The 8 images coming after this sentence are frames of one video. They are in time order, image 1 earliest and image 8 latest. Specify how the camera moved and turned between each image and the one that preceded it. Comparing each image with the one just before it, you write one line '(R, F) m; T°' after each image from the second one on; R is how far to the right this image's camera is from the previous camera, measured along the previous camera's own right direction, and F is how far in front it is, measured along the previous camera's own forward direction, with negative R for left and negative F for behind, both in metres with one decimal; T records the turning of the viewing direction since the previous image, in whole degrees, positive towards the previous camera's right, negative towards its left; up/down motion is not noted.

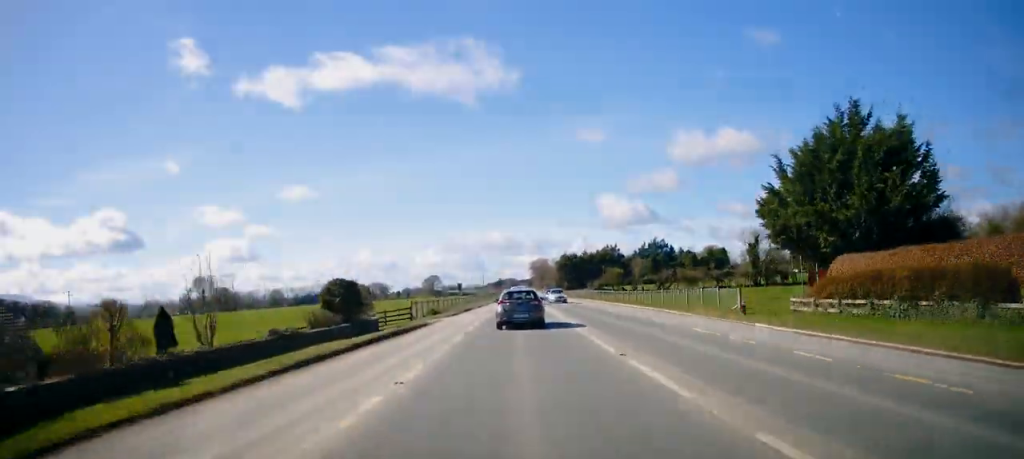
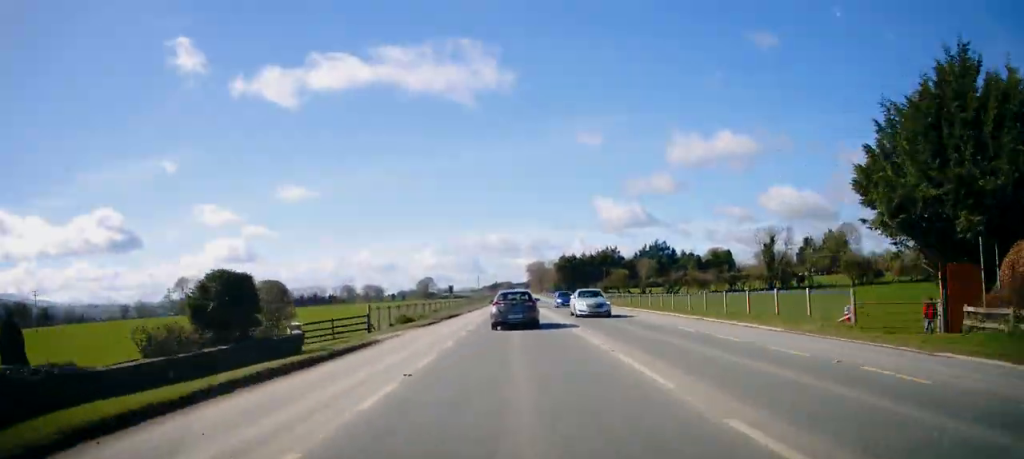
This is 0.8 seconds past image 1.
(0.0, +11.1) m; 0°
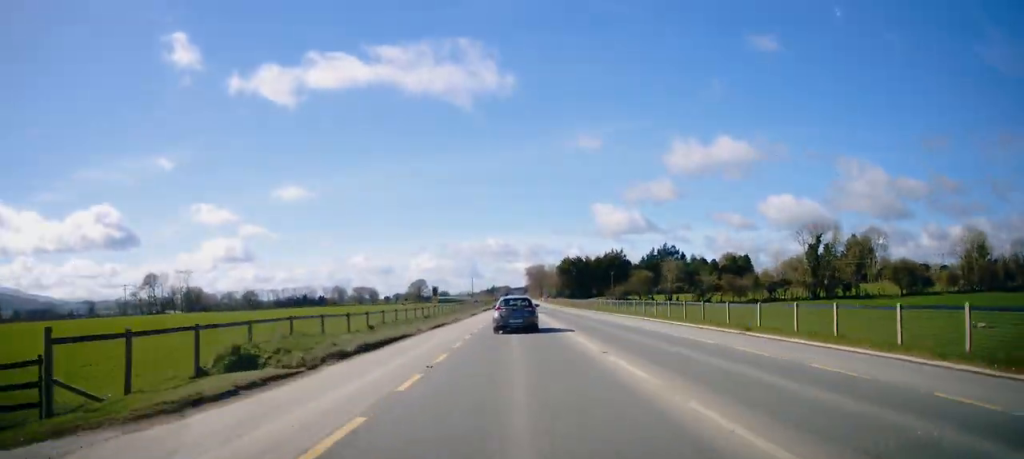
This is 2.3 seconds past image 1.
(+0.3, +22.4) m; +1°
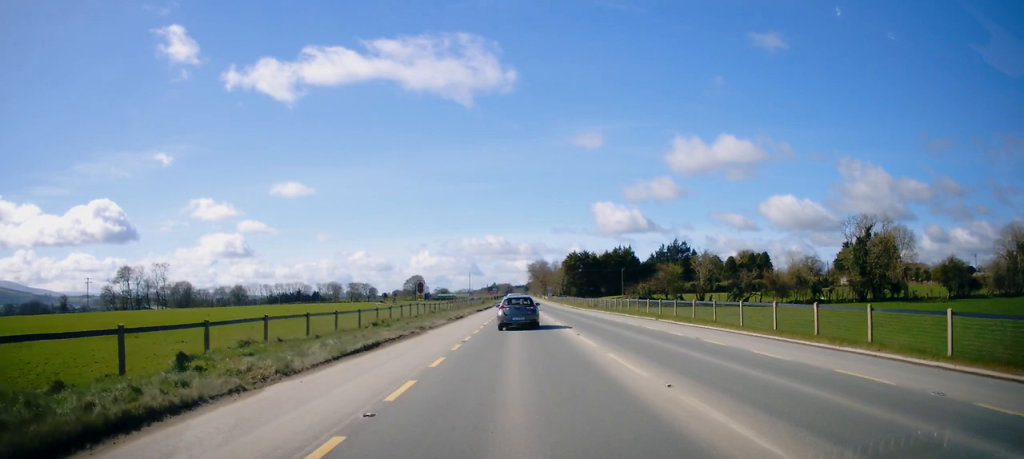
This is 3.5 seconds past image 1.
(-0.1, +17.3) m; -1°
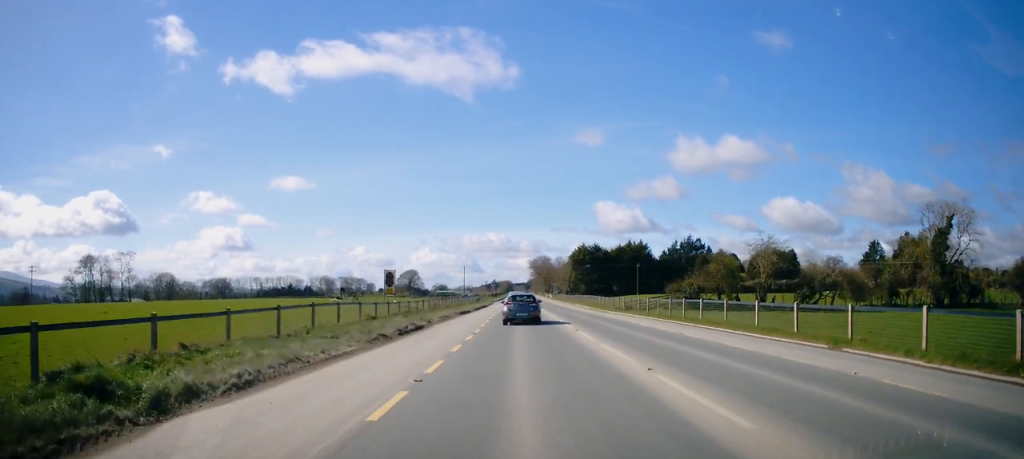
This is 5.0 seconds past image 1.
(-0.2, +21.7) m; 0°
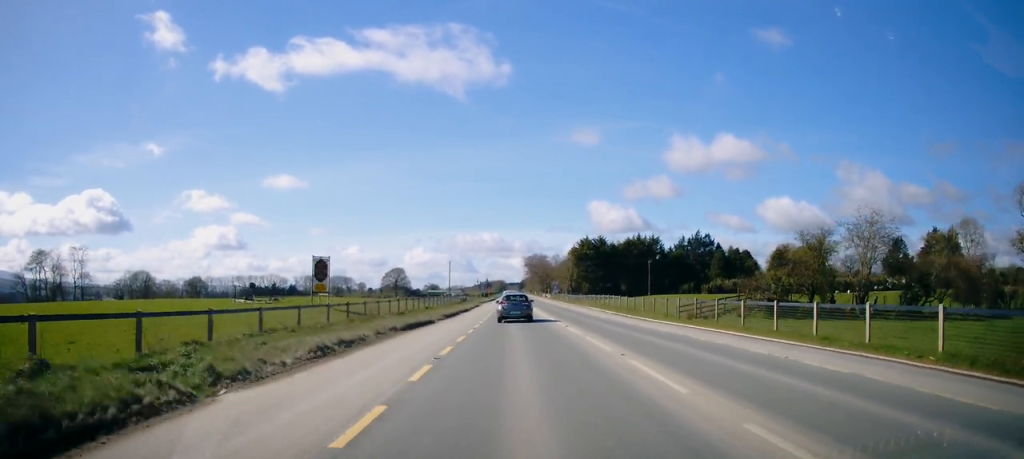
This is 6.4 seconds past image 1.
(+0.3, +21.4) m; +1°
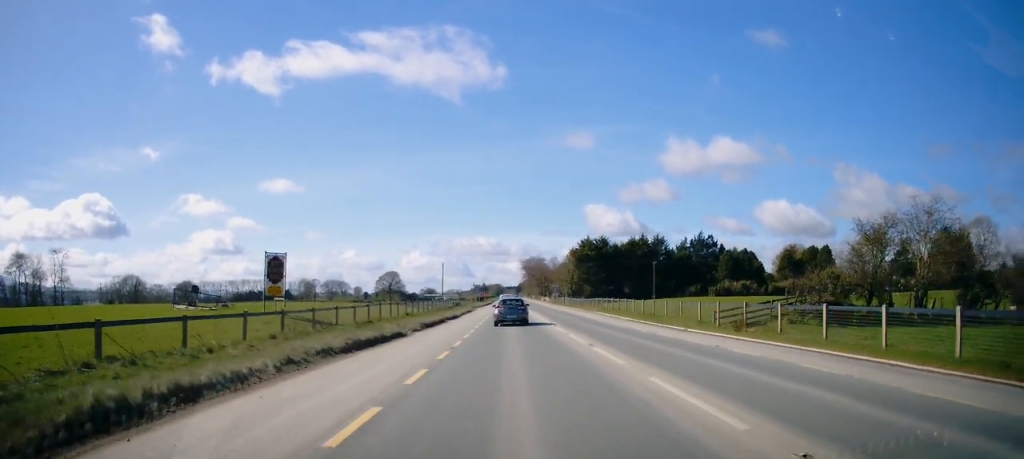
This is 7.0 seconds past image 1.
(0.0, +8.0) m; 0°
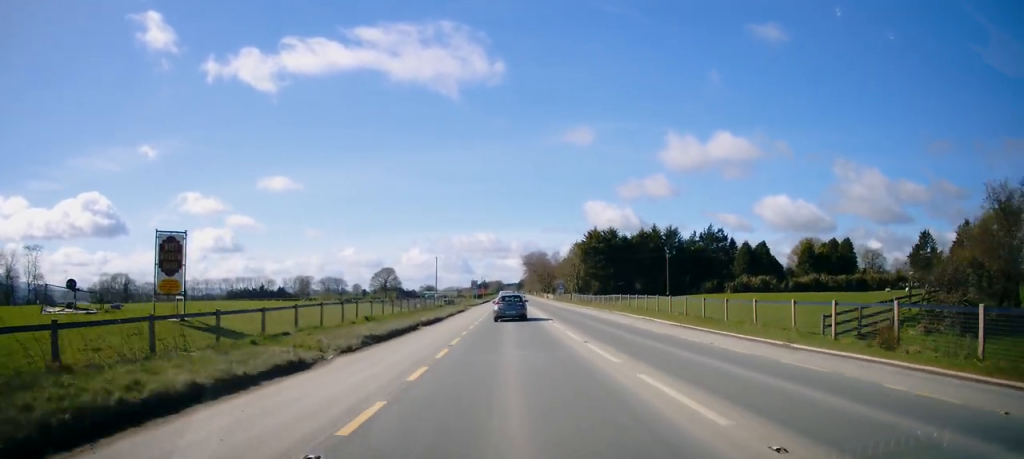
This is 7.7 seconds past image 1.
(-0.3, +11.6) m; 0°
